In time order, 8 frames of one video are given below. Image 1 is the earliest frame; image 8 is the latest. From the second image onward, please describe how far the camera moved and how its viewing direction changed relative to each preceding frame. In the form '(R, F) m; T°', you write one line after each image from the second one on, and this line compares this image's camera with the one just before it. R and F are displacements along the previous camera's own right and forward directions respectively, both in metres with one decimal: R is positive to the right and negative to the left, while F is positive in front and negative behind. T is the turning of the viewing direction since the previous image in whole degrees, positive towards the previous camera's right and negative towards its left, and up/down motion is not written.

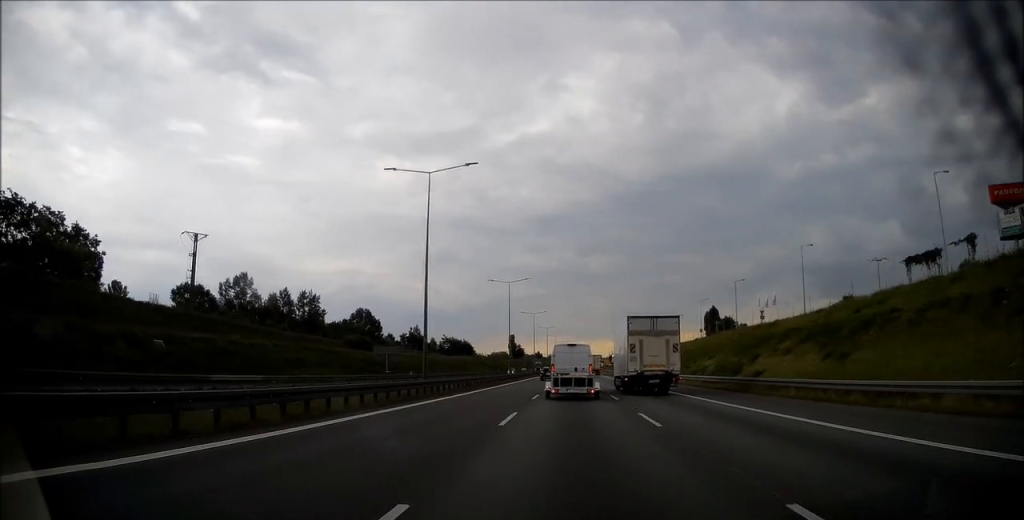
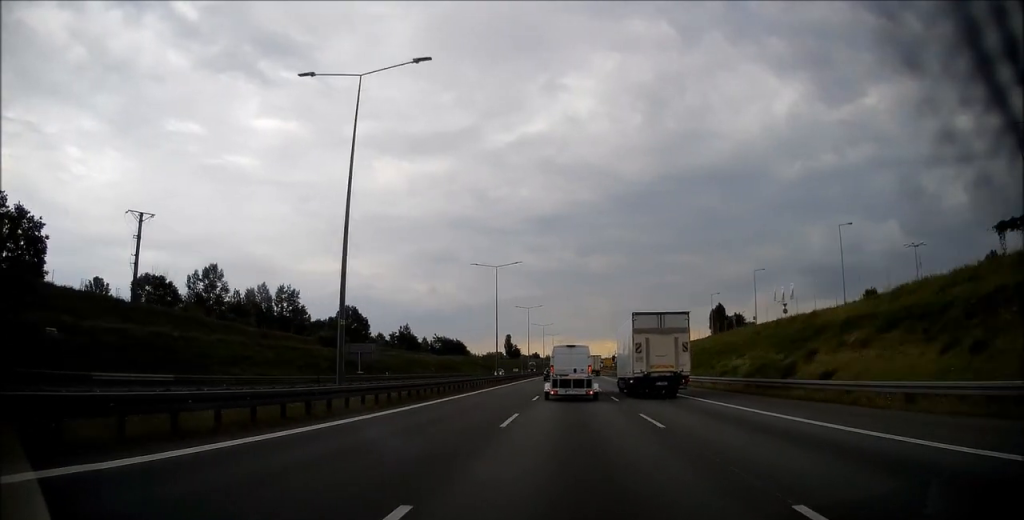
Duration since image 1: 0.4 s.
(-0.1, +12.1) m; 0°
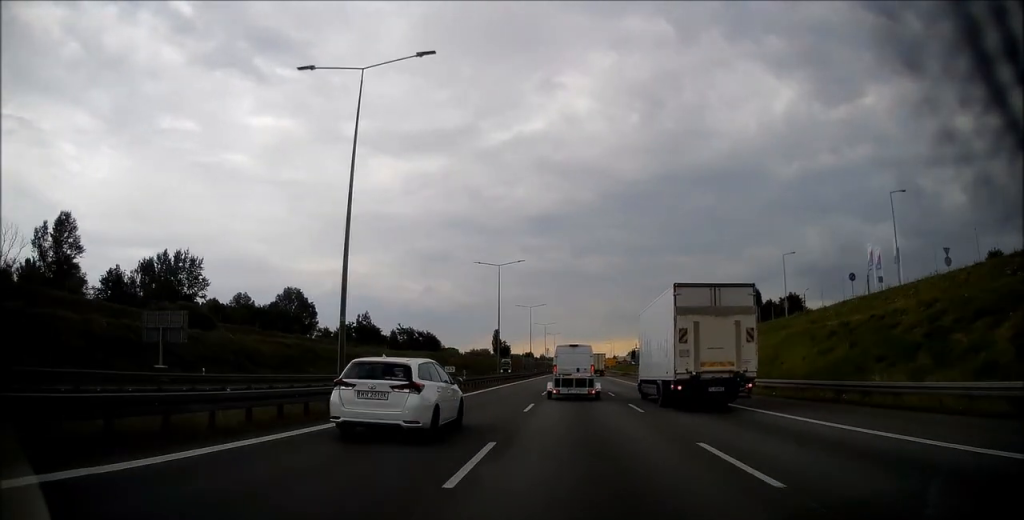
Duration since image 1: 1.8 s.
(+0.1, +43.4) m; +1°
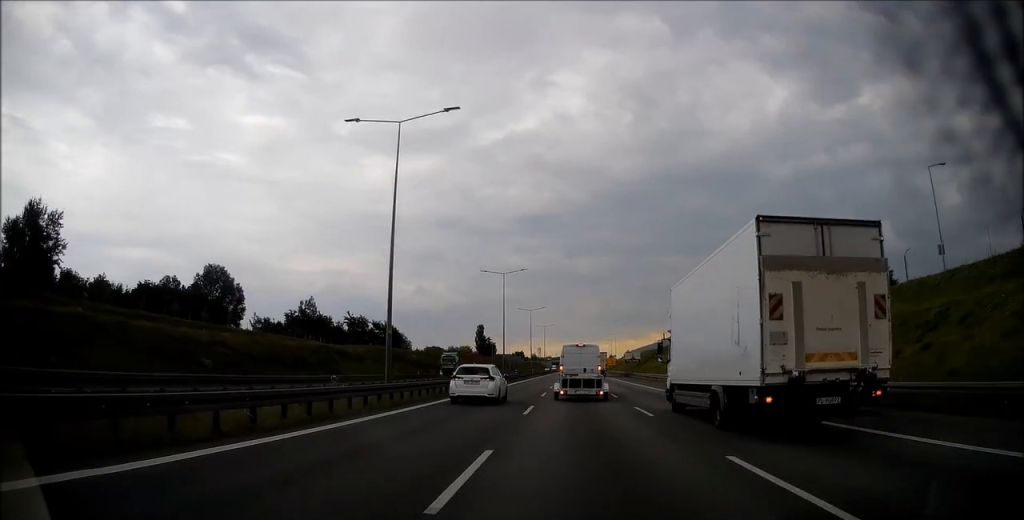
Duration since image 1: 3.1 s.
(+0.1, +37.4) m; 0°
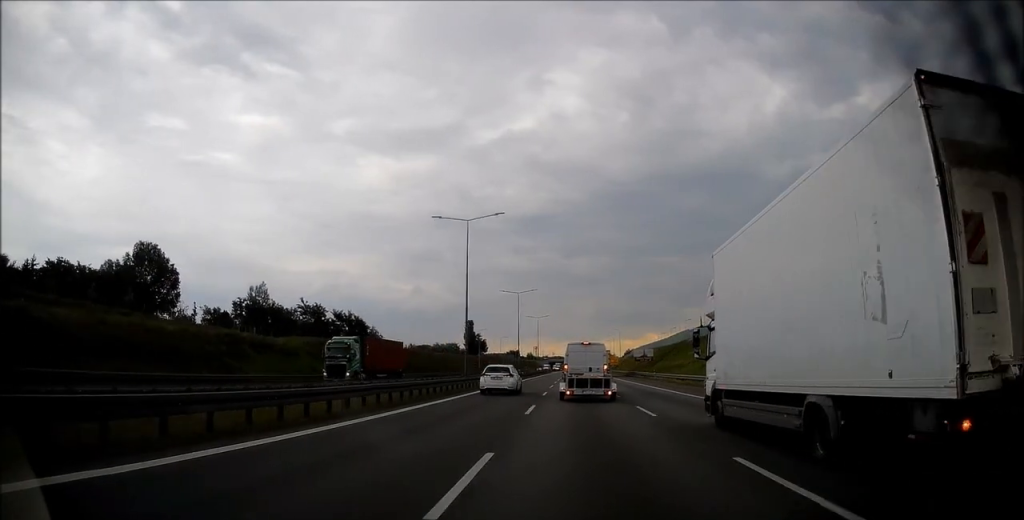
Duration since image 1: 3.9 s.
(0.0, +24.4) m; 0°
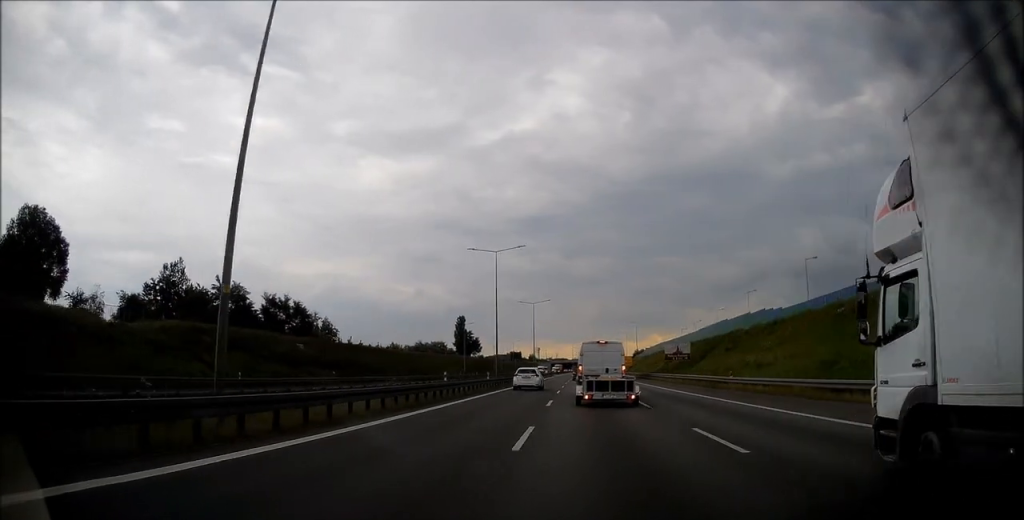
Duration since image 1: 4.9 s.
(0.0, +31.7) m; 0°
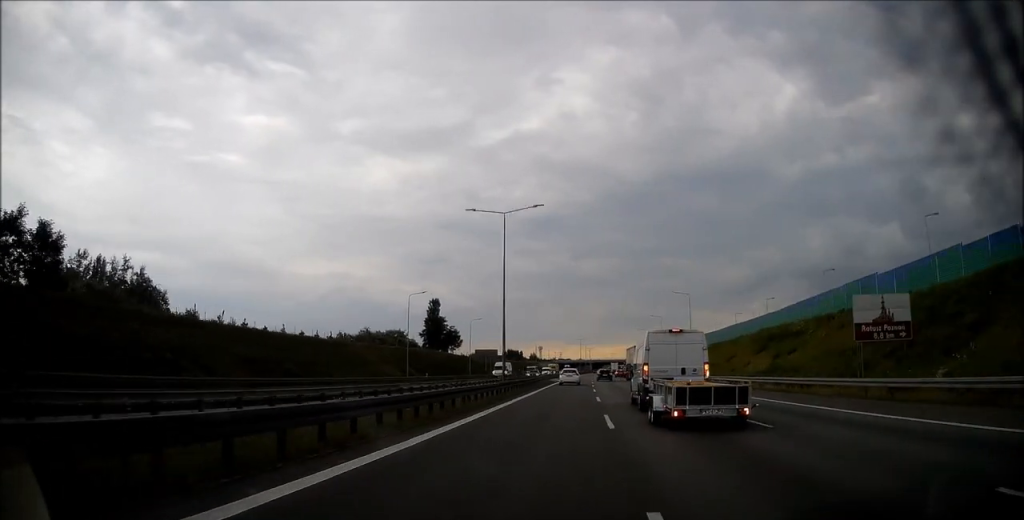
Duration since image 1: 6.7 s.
(-0.1, +55.4) m; 0°
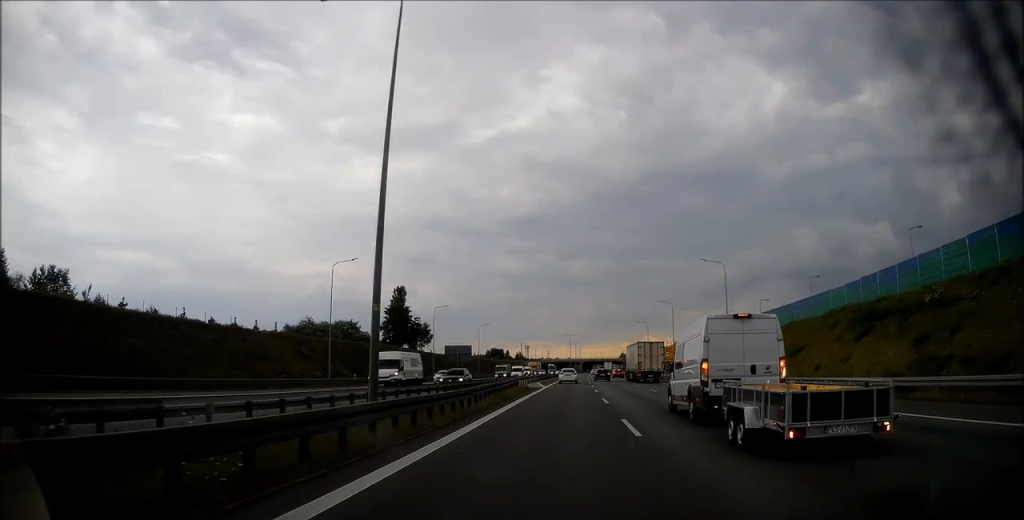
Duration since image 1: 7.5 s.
(+0.2, +25.6) m; +1°
